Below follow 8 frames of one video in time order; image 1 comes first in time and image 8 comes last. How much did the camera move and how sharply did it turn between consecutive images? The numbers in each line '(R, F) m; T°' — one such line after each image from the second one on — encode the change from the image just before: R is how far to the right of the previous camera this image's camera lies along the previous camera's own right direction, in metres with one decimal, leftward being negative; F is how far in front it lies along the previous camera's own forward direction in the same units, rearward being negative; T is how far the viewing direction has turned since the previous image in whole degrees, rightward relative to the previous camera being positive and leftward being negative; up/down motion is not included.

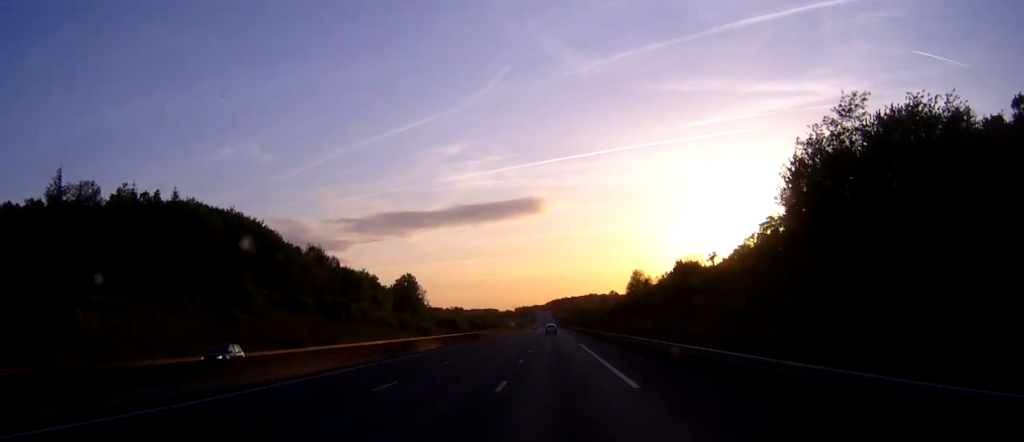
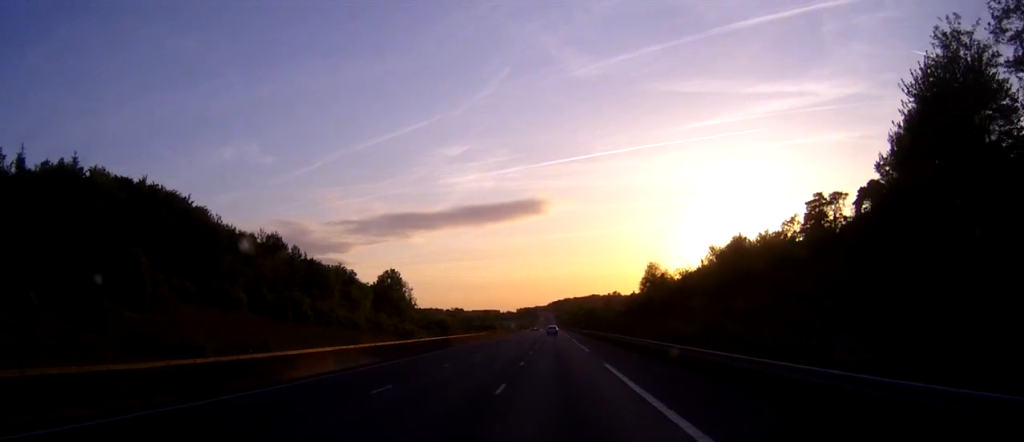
(0.0, +26.6) m; 0°
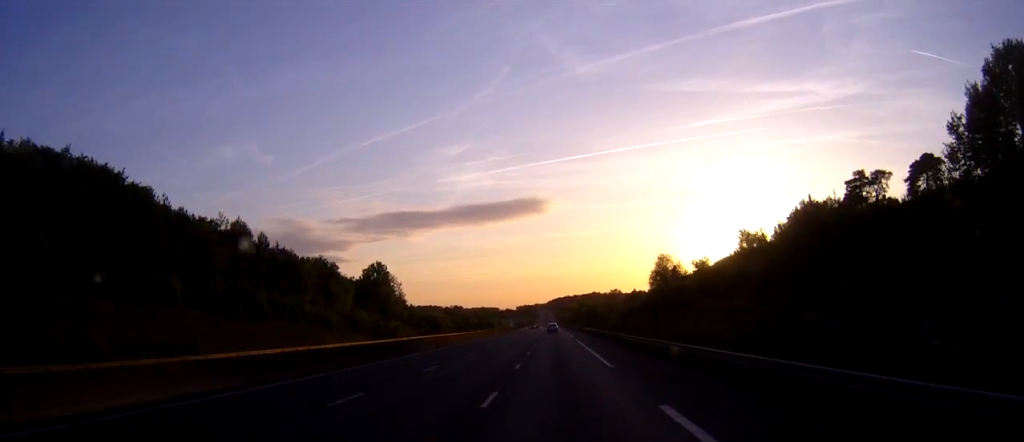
(0.0, +16.8) m; 0°
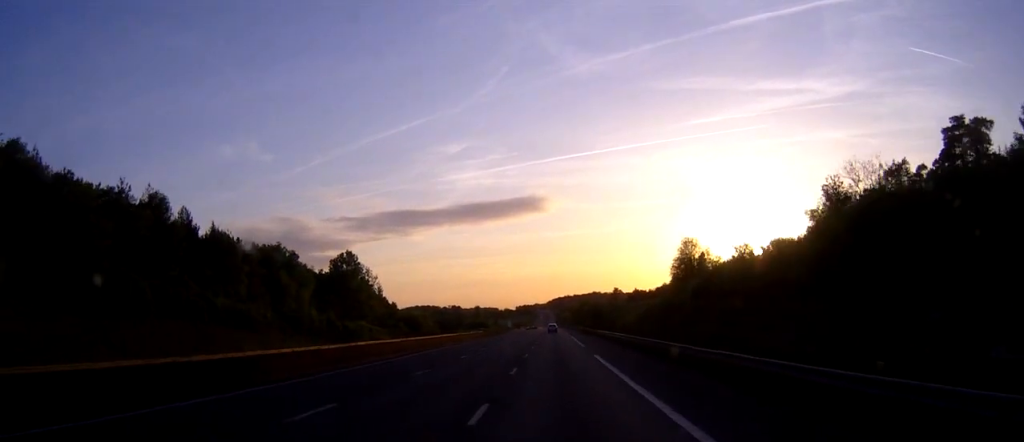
(0.0, +28.7) m; 0°
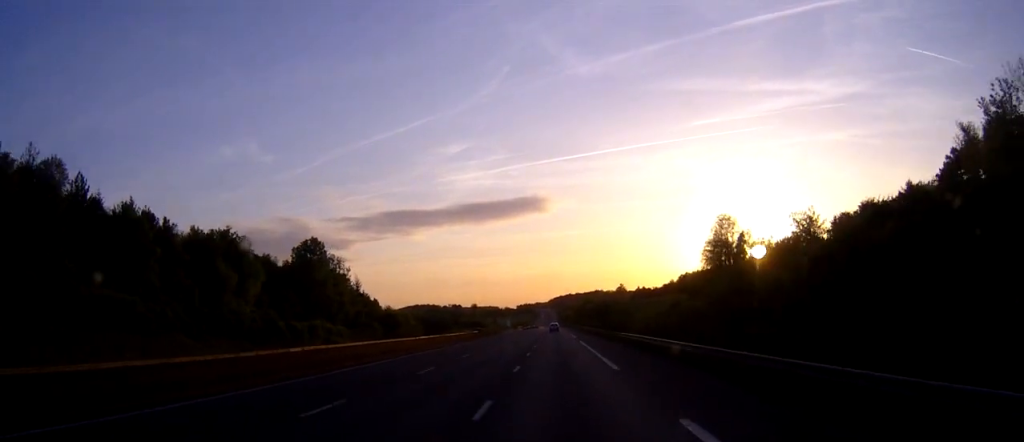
(0.0, +25.7) m; 0°
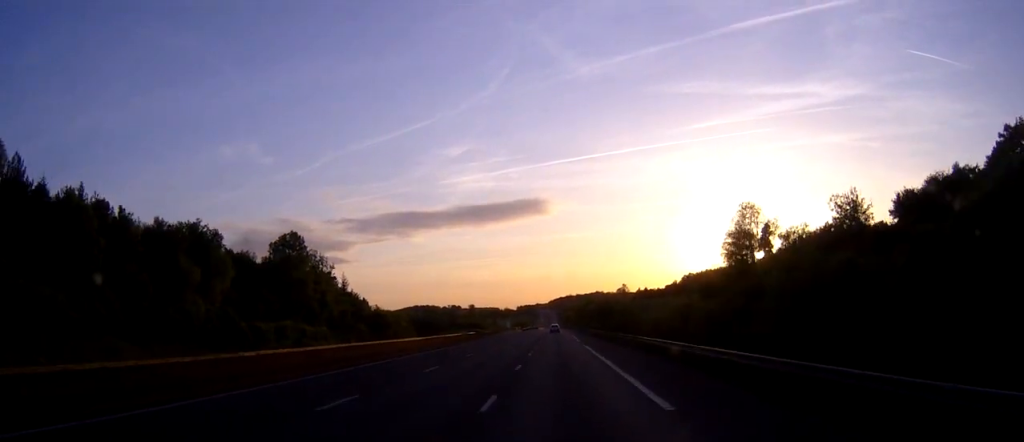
(0.0, +11.9) m; 0°
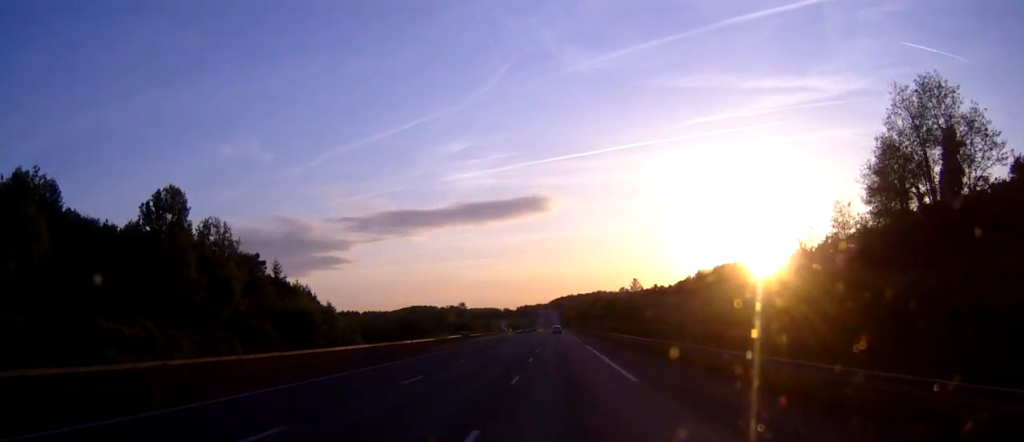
(-0.1, +44.7) m; 0°
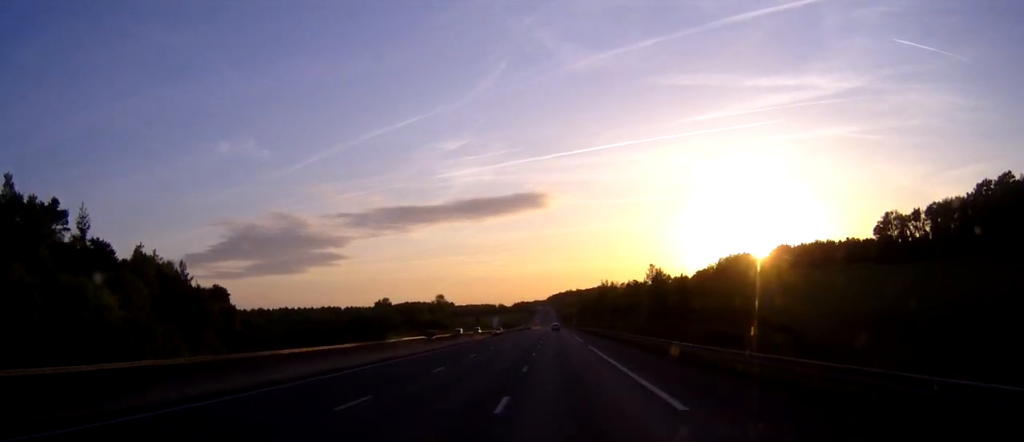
(+0.1, +59.6) m; 0°
